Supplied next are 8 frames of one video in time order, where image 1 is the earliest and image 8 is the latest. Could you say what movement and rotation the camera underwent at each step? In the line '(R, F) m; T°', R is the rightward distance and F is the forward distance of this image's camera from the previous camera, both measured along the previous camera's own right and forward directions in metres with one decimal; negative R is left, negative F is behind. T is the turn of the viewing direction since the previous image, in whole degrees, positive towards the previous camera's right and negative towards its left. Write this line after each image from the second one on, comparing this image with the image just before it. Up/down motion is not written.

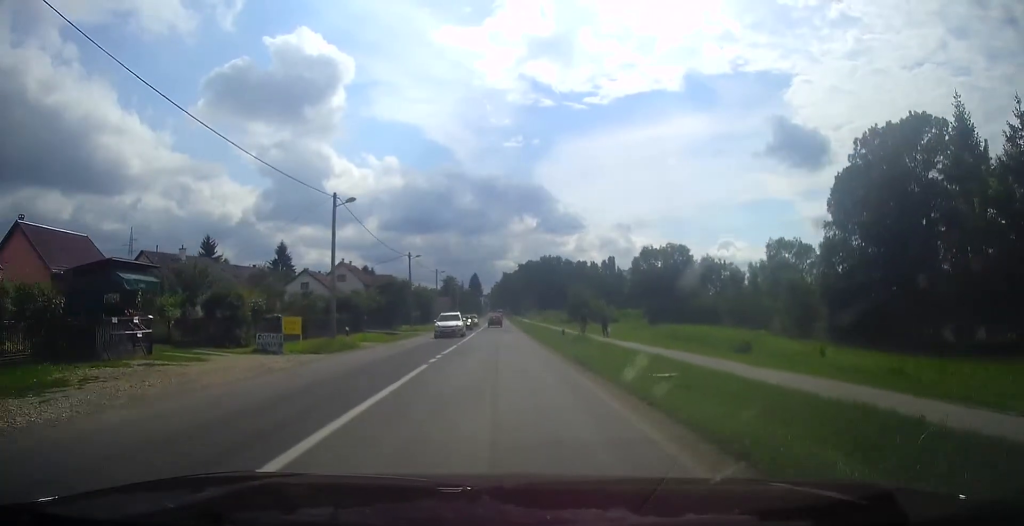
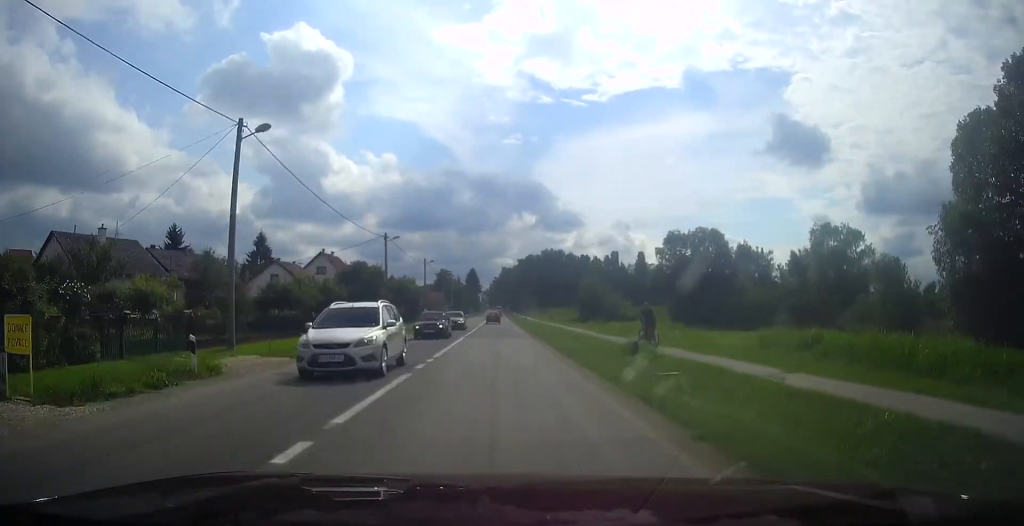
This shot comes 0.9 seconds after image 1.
(-0.2, +13.2) m; -1°
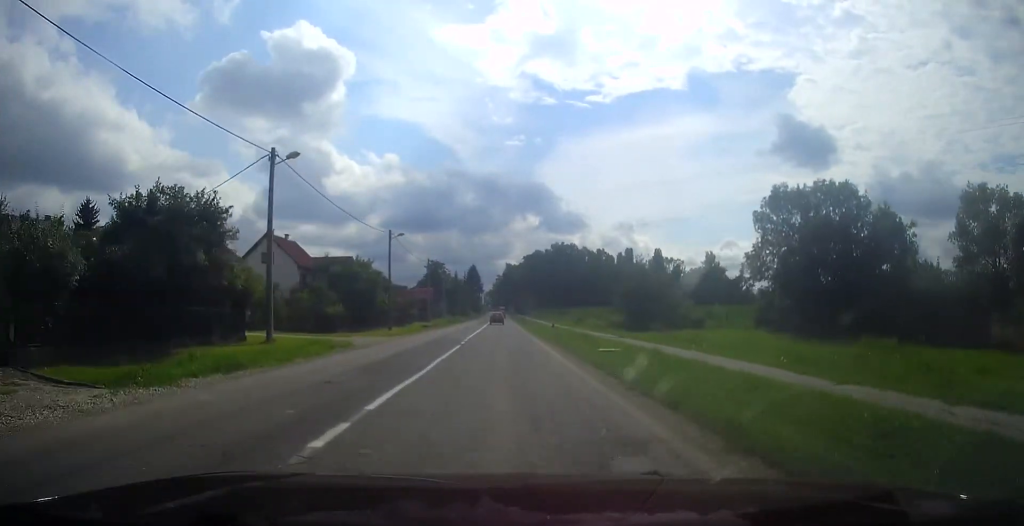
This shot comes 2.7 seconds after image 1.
(-0.4, +27.5) m; 0°
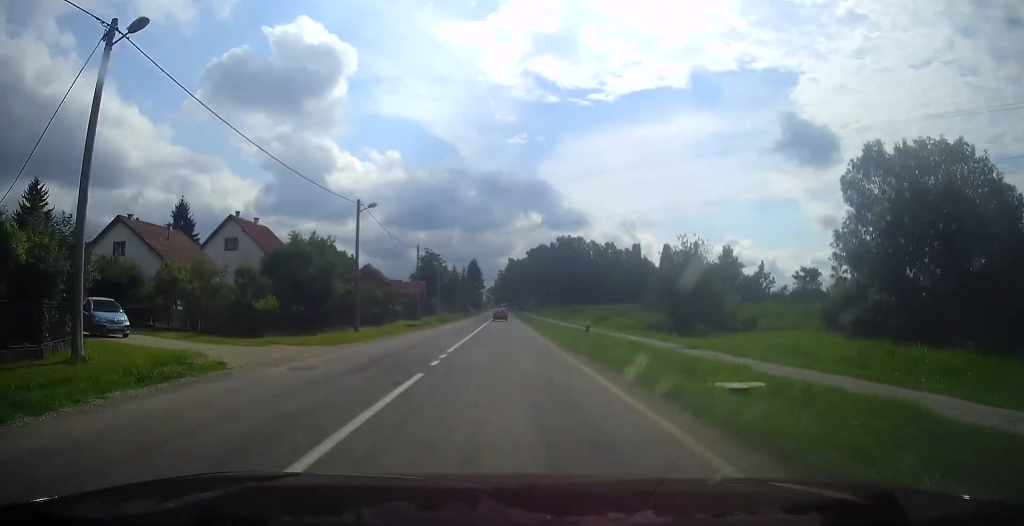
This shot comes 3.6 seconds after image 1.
(+0.3, +12.4) m; +1°
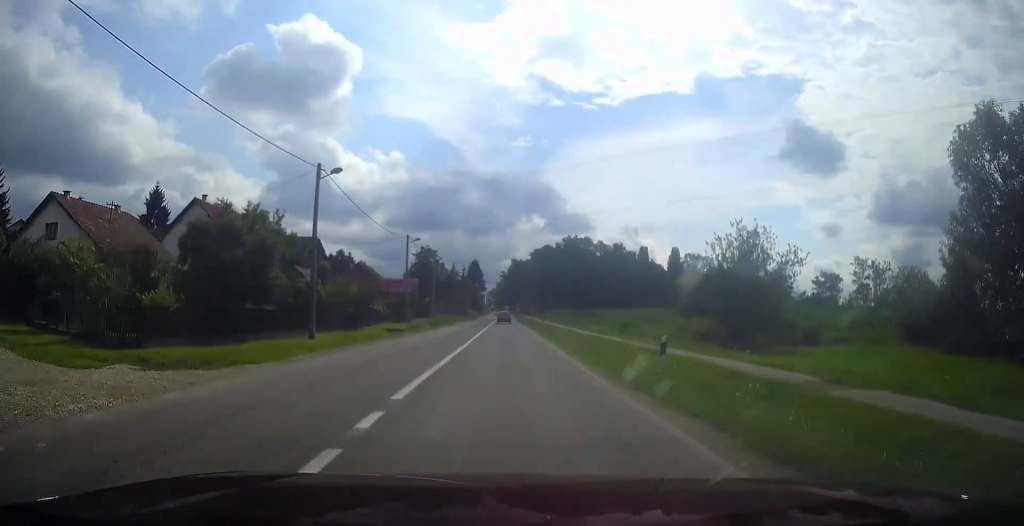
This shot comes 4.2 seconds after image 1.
(+0.1, +9.7) m; 0°
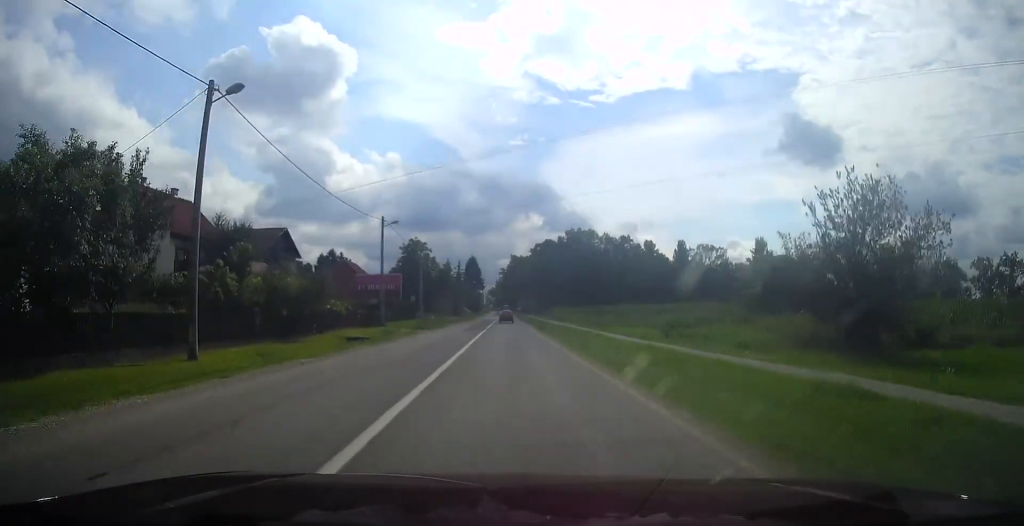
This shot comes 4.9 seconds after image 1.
(0.0, +11.8) m; 0°
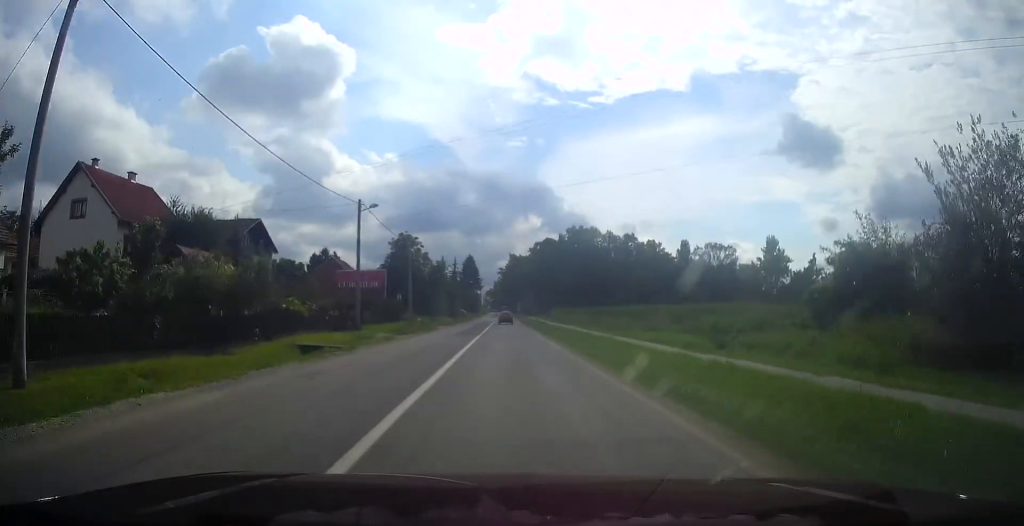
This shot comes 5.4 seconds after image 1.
(0.0, +7.4) m; 0°
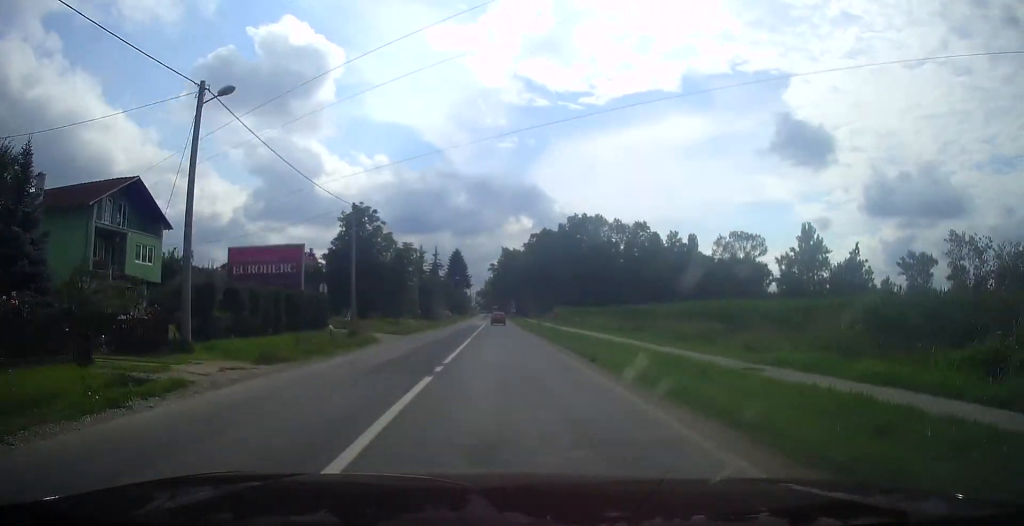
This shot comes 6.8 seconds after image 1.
(-0.2, +21.6) m; -2°
